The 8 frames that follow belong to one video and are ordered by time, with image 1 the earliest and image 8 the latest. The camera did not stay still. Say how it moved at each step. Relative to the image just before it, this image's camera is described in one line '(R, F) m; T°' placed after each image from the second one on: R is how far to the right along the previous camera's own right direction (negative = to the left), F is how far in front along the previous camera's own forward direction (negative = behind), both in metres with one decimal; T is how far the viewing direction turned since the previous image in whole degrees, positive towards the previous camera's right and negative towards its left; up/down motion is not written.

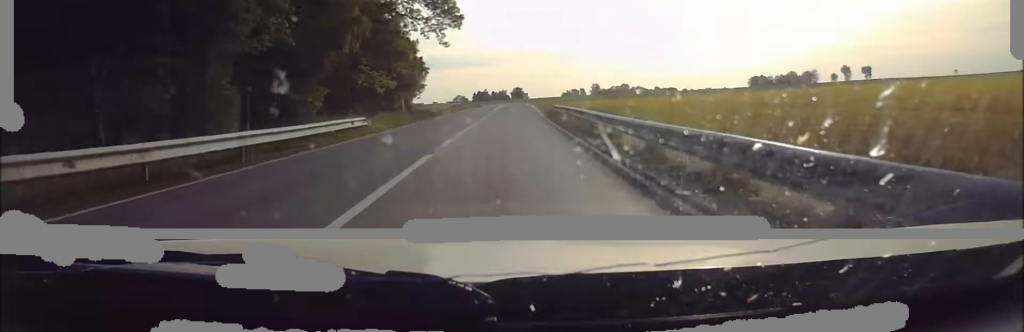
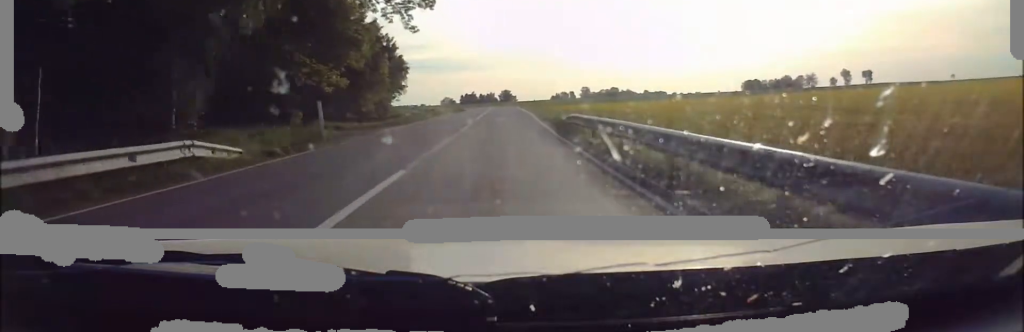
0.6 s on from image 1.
(+0.4, +14.1) m; +3°
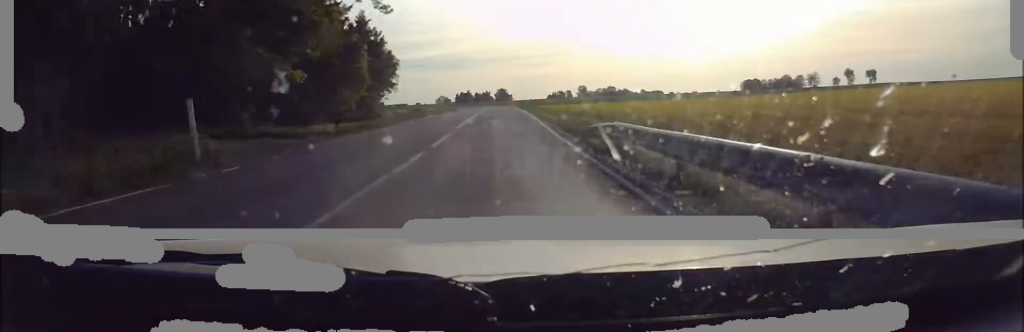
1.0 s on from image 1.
(+0.2, +8.9) m; +1°
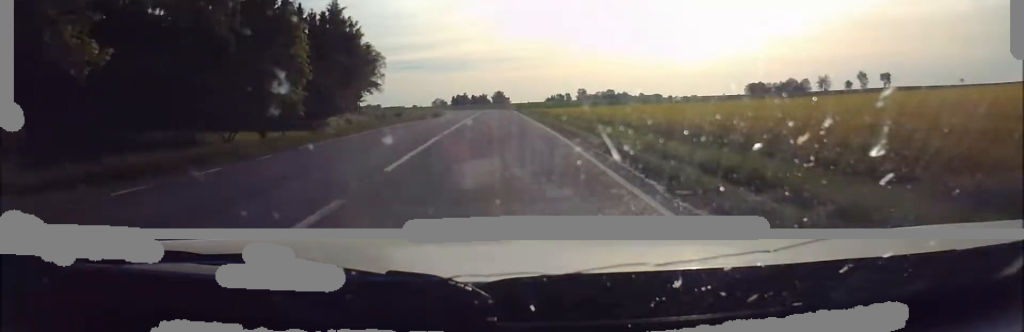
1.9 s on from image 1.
(+0.3, +18.5) m; 0°
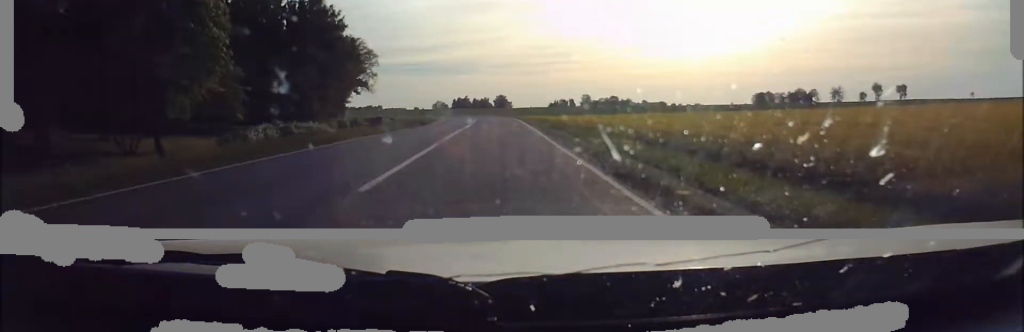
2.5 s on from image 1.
(-0.2, +14.0) m; 0°
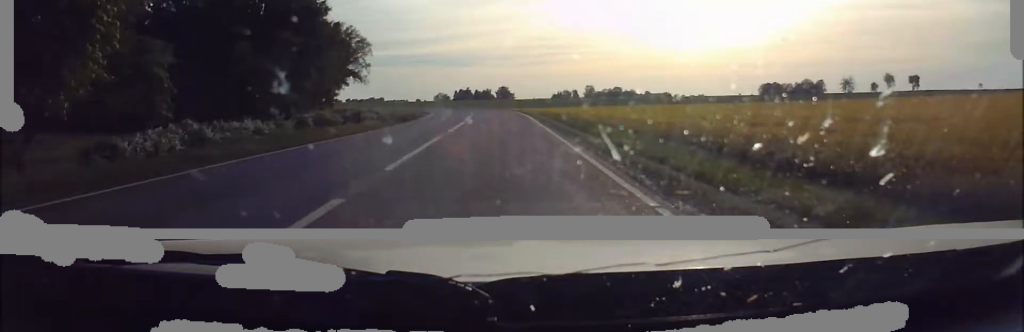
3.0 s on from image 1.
(0.0, +10.3) m; 0°
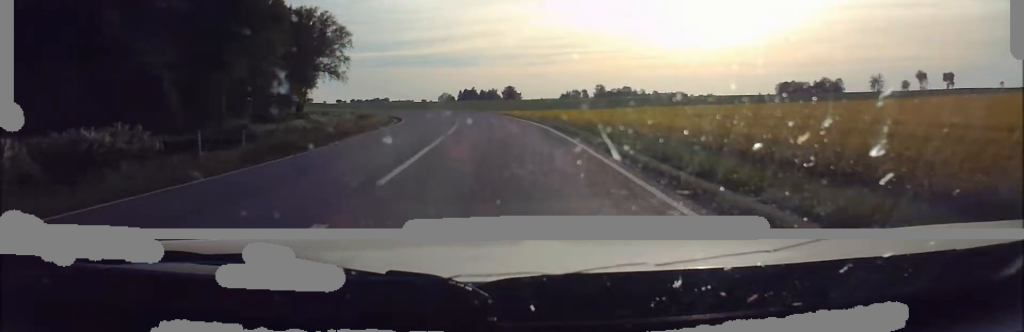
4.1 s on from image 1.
(+0.1, +25.6) m; +1°
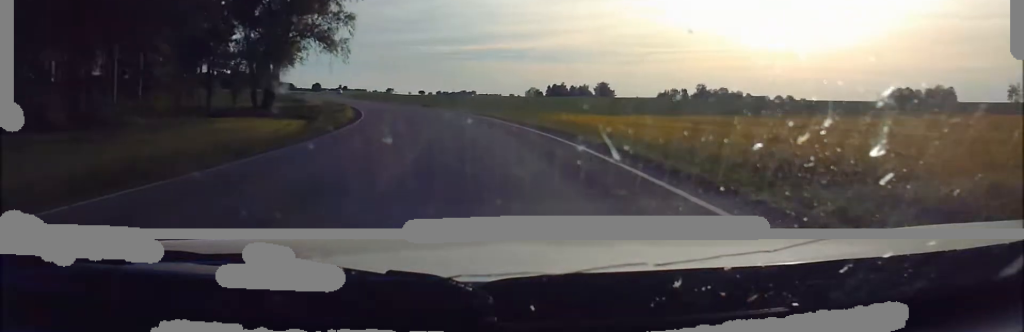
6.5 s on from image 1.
(-2.0, +50.8) m; -7°
